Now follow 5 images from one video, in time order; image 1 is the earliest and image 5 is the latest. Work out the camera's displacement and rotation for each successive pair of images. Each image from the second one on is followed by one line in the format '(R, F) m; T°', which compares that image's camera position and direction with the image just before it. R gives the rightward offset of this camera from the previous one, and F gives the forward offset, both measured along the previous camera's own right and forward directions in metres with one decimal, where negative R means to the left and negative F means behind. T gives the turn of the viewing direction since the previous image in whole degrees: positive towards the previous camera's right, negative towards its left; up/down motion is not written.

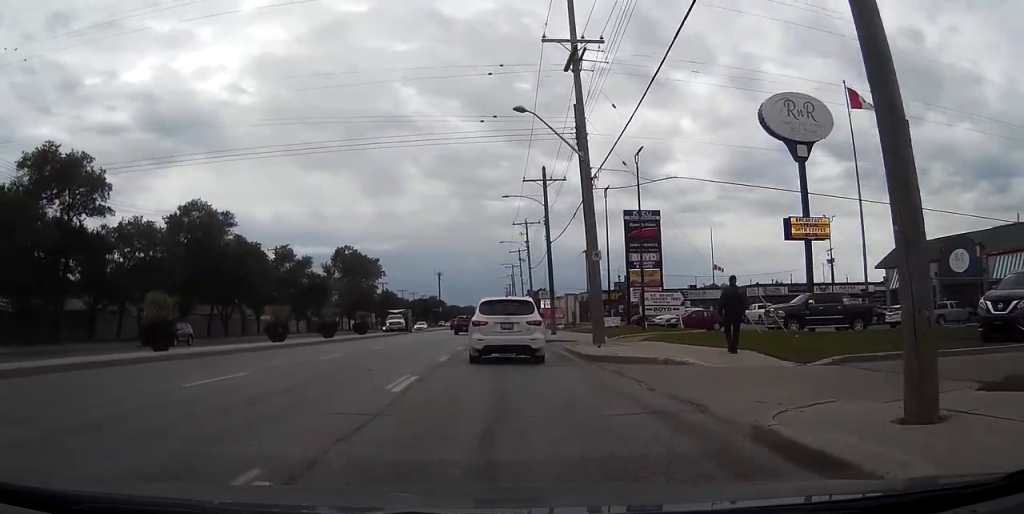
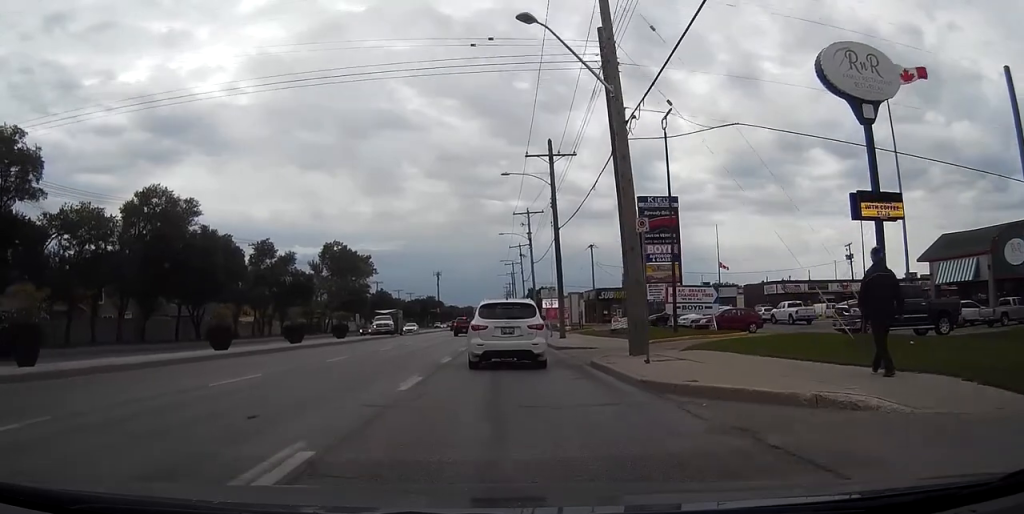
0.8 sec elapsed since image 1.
(+0.1, +7.8) m; +1°
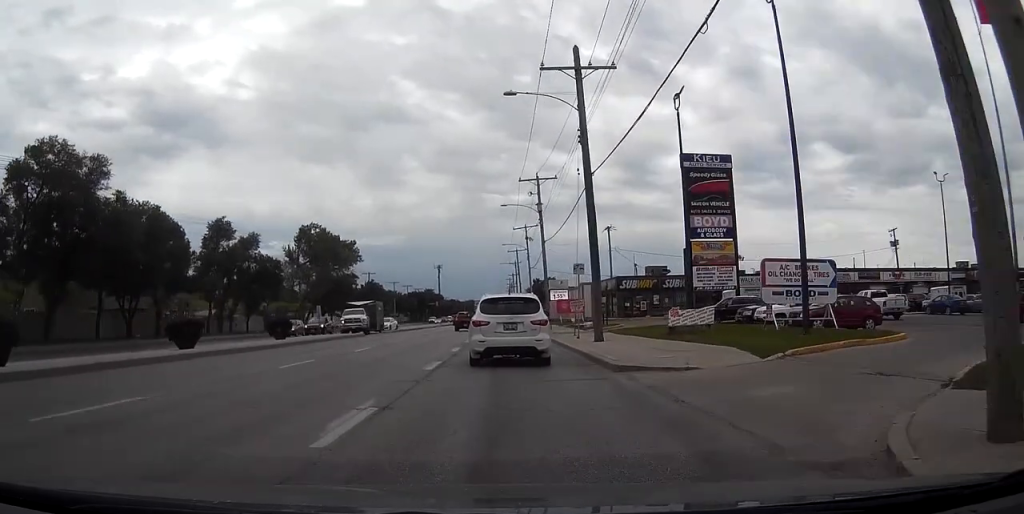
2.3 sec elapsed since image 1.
(+0.2, +14.5) m; +1°
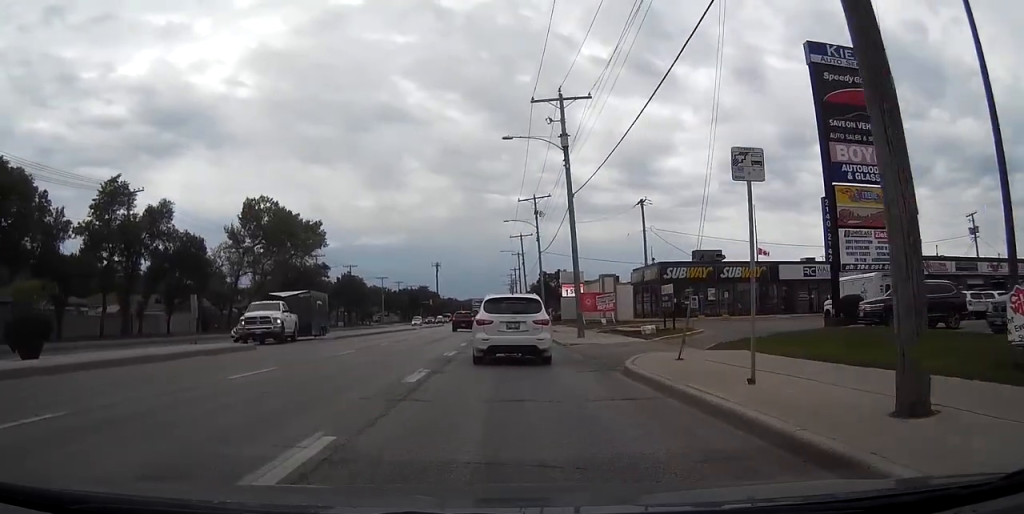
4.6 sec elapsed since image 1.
(0.0, +21.2) m; 0°
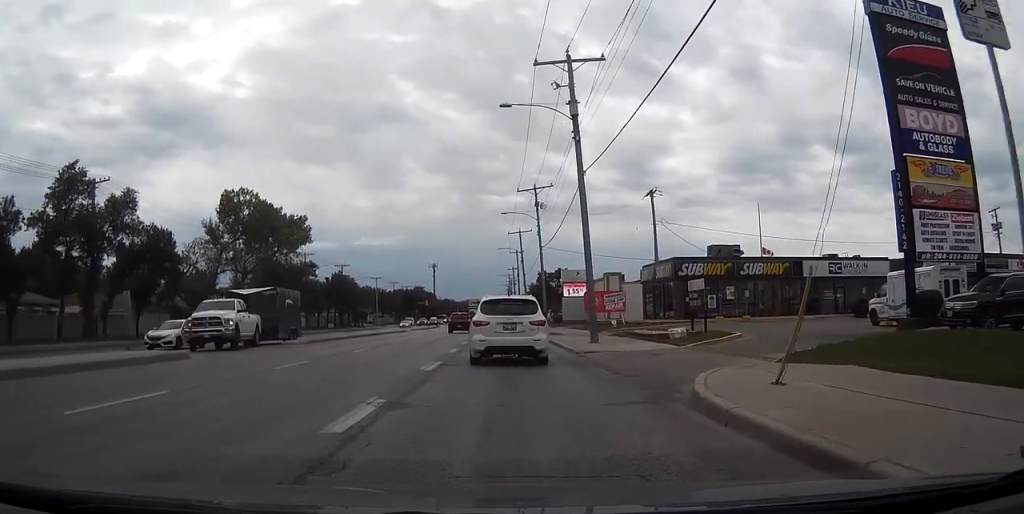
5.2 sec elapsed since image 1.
(0.0, +5.7) m; 0°
